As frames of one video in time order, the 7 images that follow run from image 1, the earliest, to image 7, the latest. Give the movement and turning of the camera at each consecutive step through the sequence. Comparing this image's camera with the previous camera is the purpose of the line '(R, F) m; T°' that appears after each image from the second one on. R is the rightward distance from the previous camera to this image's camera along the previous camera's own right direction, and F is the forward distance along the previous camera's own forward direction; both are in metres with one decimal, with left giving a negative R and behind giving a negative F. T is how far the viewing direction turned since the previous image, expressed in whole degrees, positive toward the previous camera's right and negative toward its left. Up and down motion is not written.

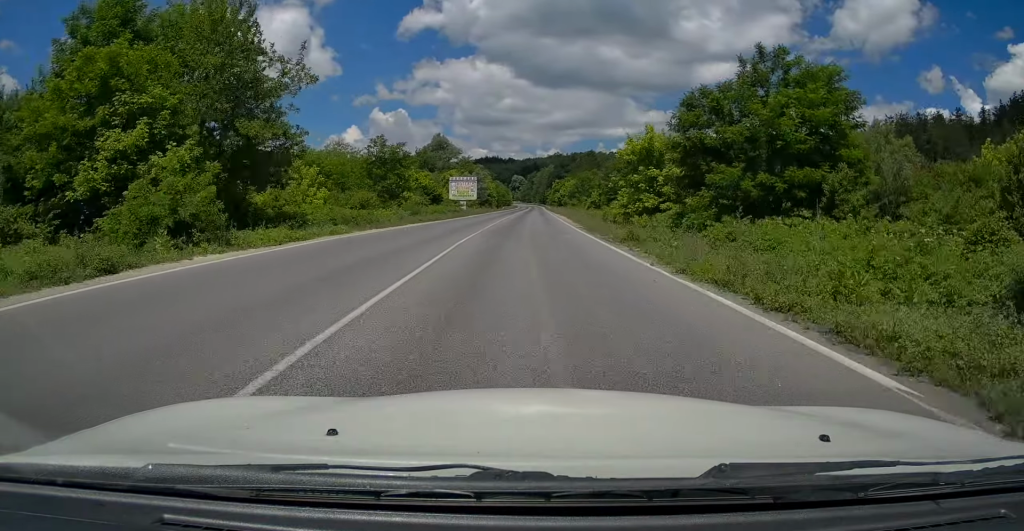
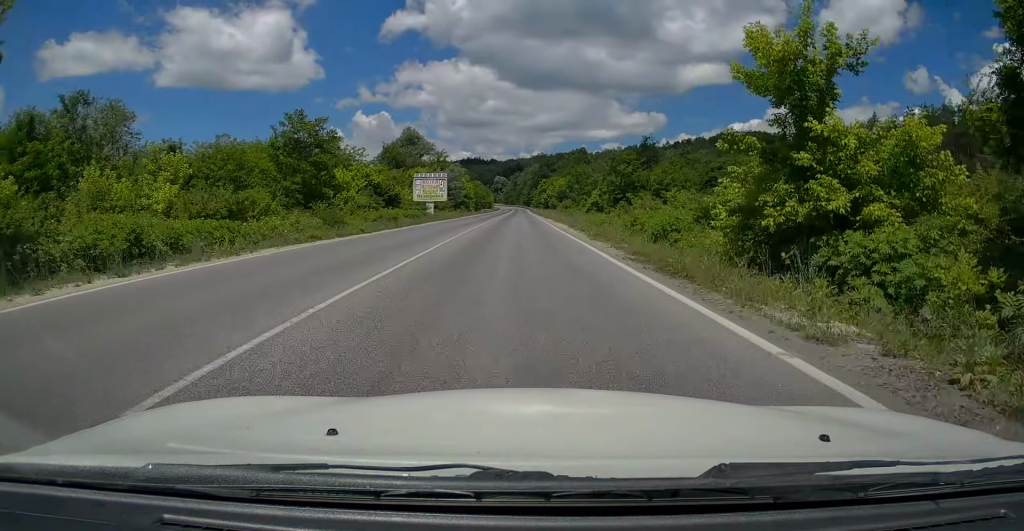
(+0.9, +19.3) m; +2°
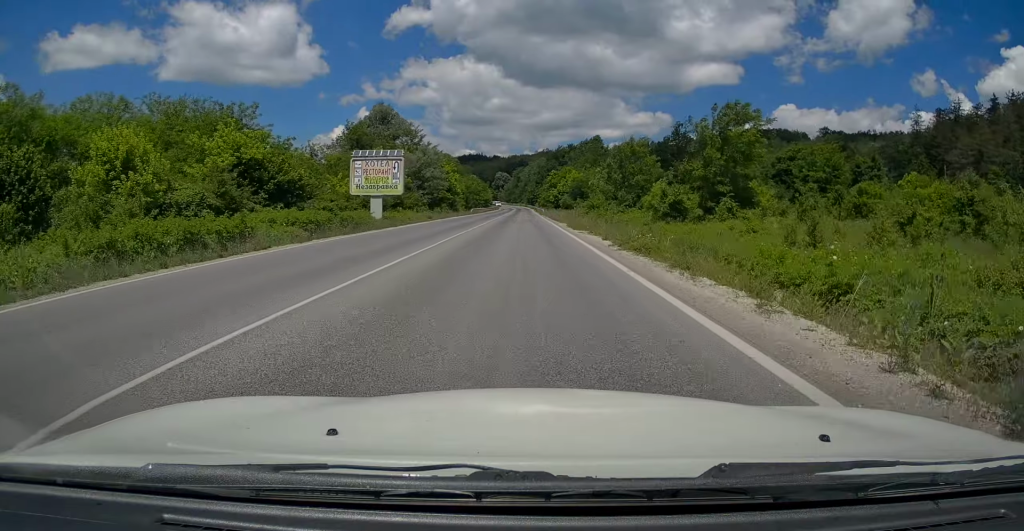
(+0.1, +32.4) m; +1°
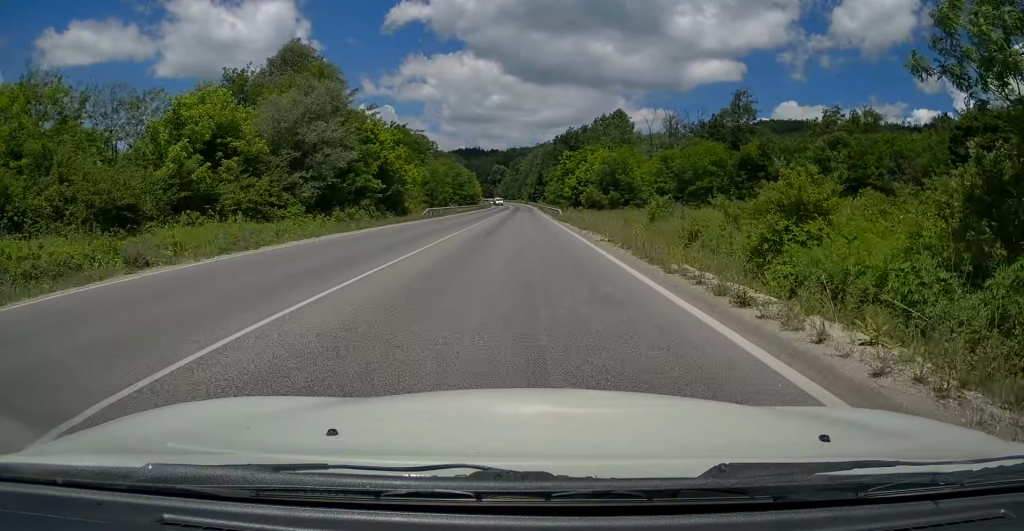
(+0.5, +43.8) m; 0°
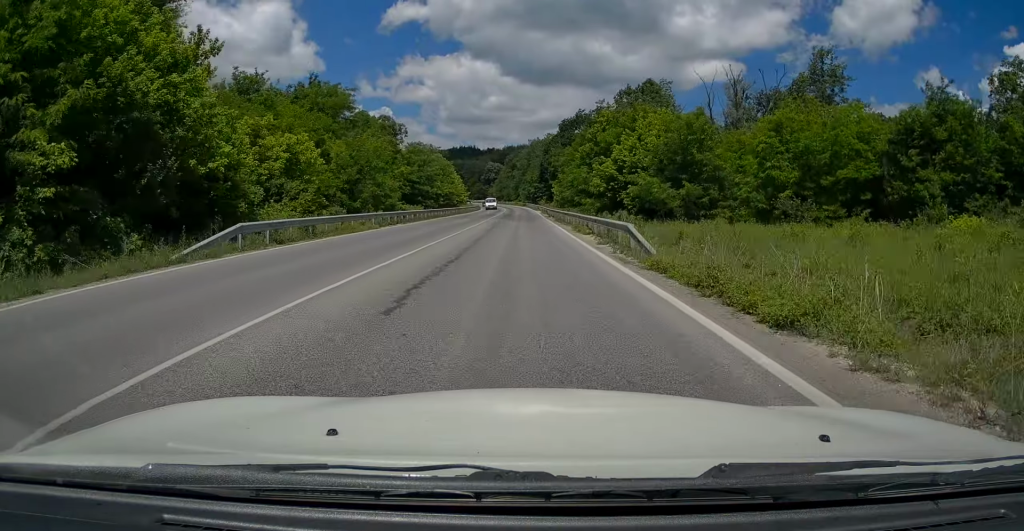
(-0.2, +33.7) m; 0°
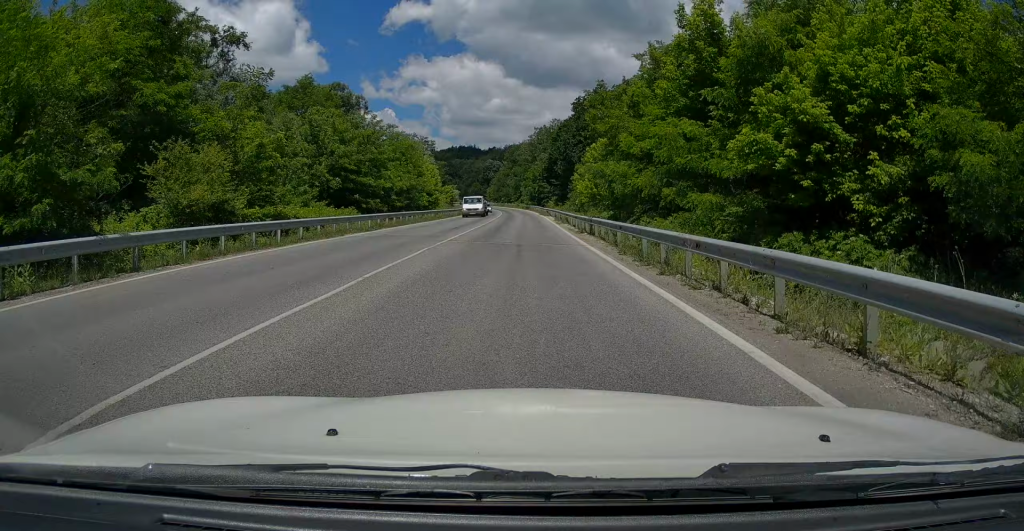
(-0.1, +29.5) m; -1°
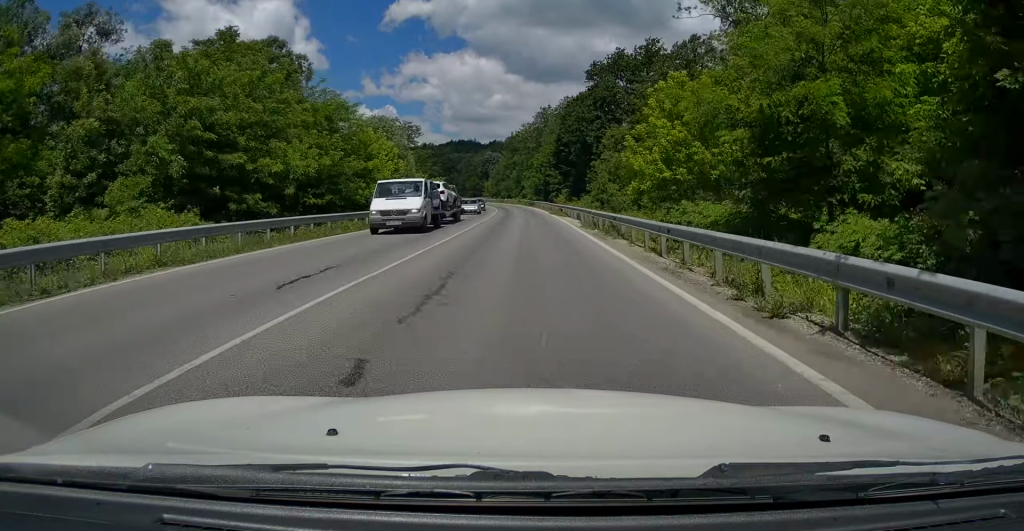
(-0.1, +21.5) m; 0°
